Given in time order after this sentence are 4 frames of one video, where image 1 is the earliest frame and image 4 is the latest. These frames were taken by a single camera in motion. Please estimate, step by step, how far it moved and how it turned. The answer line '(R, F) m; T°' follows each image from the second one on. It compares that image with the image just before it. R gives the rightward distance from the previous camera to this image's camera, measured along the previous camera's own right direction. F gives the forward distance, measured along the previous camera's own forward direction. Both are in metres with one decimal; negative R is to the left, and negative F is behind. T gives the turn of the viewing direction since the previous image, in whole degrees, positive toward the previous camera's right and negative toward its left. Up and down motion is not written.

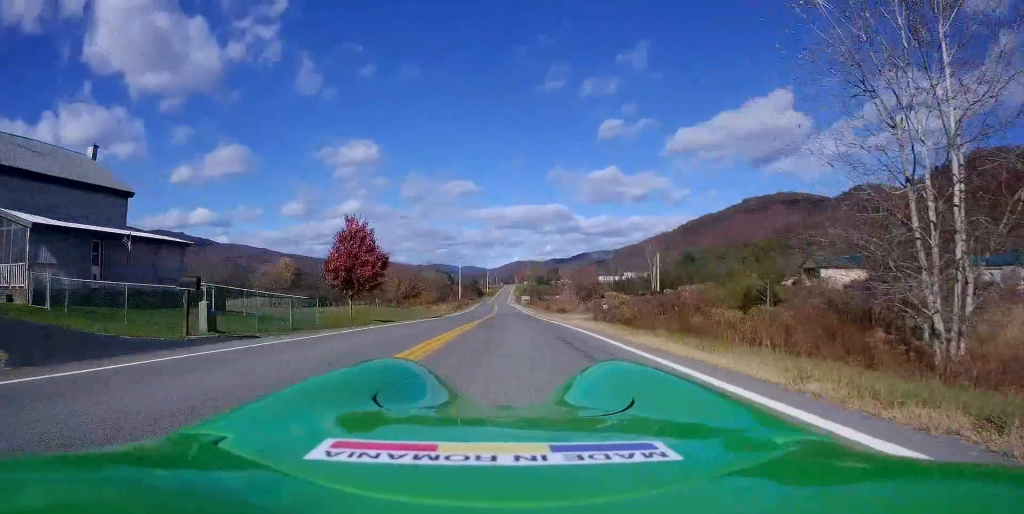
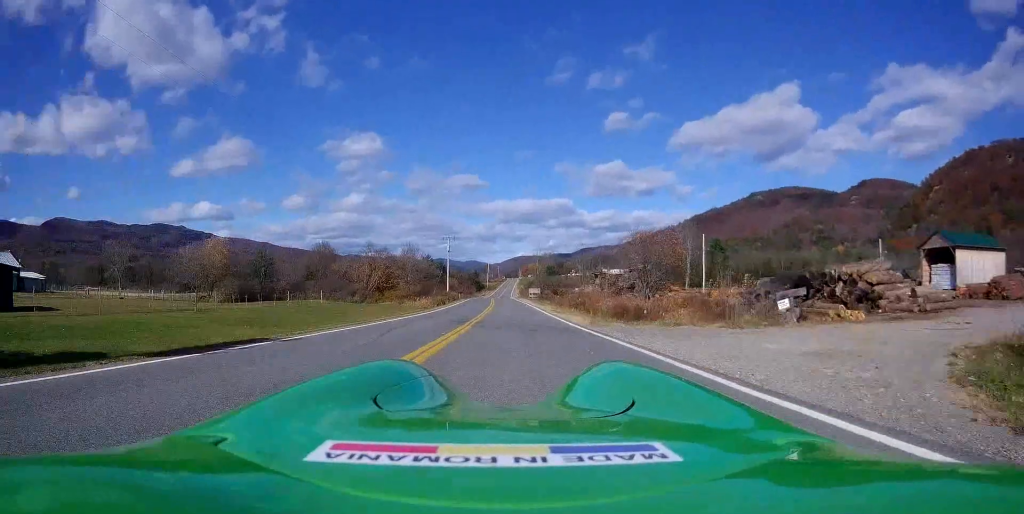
(-0.8, +32.7) m; -1°
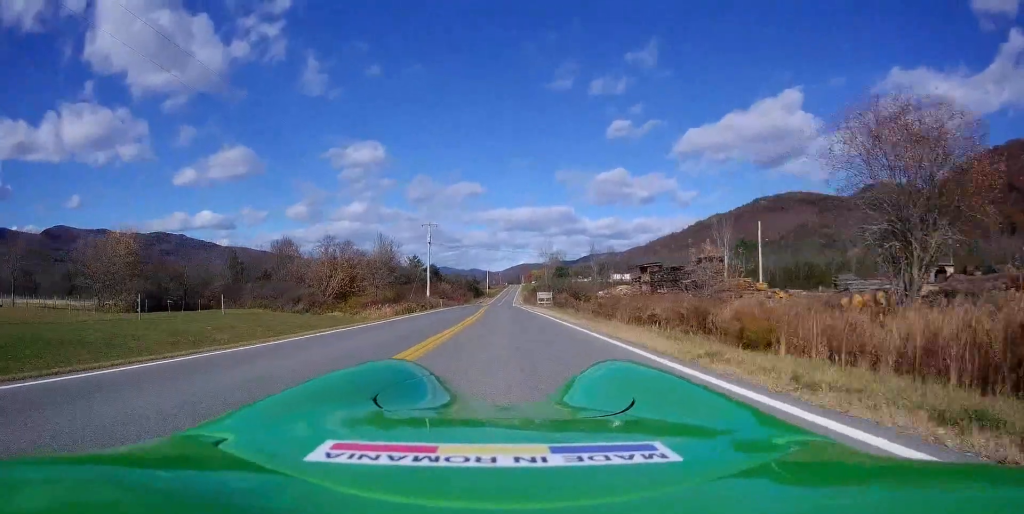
(+0.1, +26.5) m; 0°
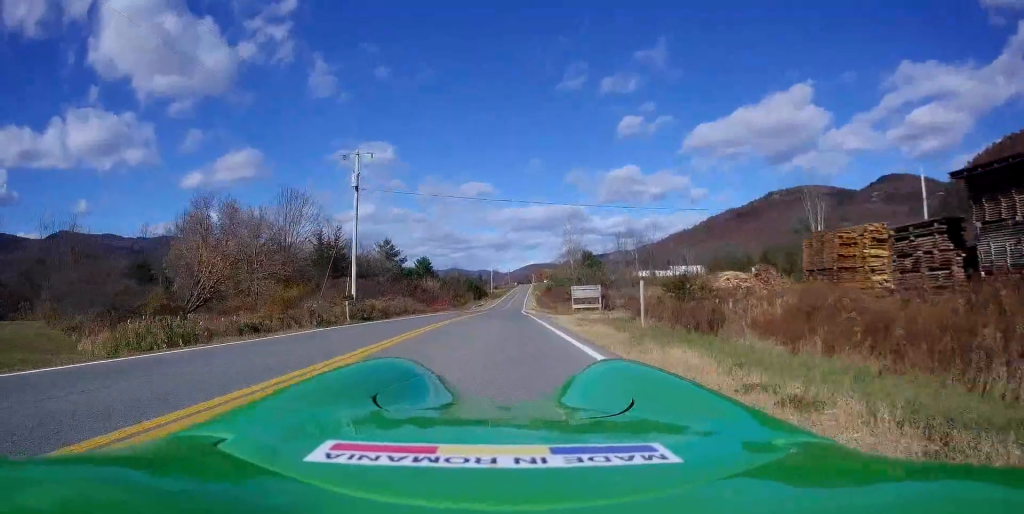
(+0.6, +38.6) m; 0°
